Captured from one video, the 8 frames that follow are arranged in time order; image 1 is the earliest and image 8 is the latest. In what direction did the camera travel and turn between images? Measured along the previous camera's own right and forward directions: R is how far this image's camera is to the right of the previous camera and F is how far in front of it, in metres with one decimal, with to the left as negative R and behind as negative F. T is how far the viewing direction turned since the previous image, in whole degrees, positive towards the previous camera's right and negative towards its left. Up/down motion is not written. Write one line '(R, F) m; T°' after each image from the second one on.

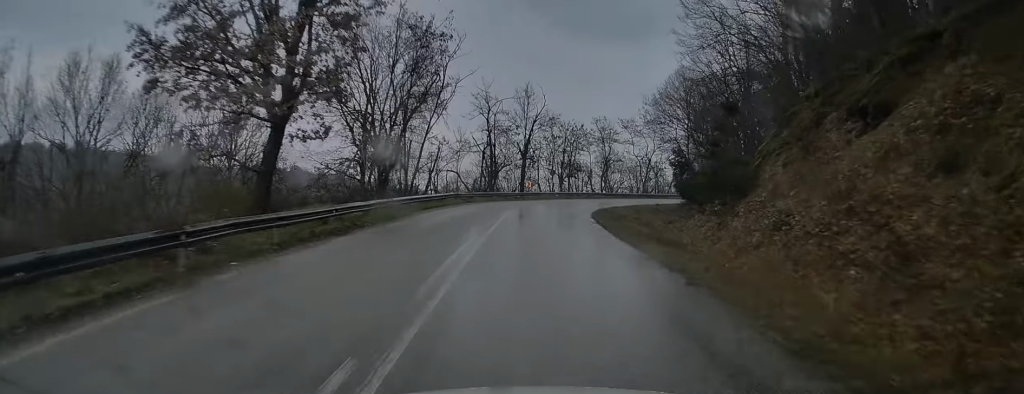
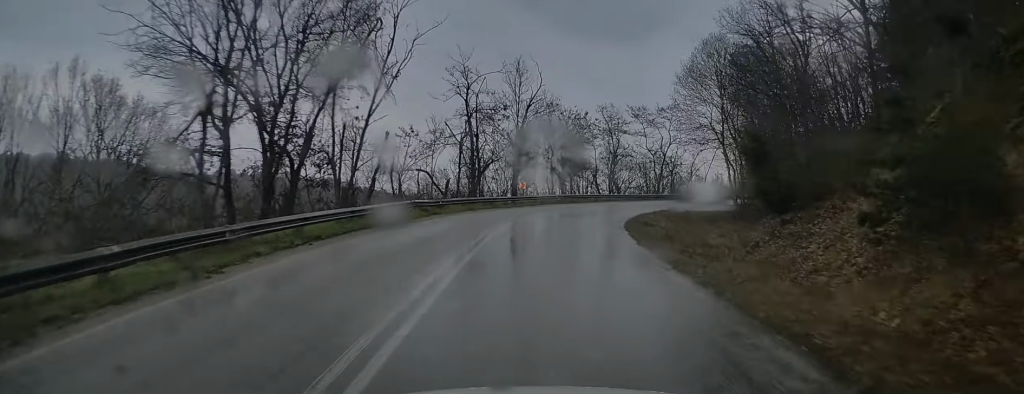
(-0.1, +13.5) m; 0°
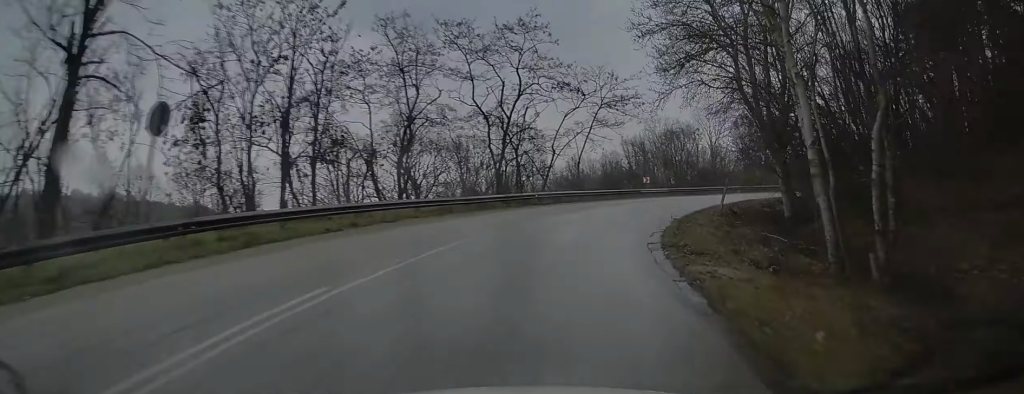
(+2.5, +36.2) m; +12°
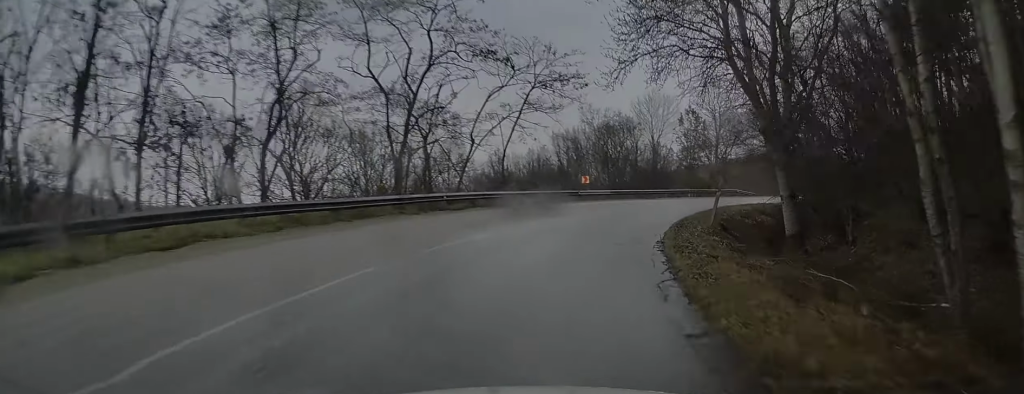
(+0.6, +8.5) m; +3°
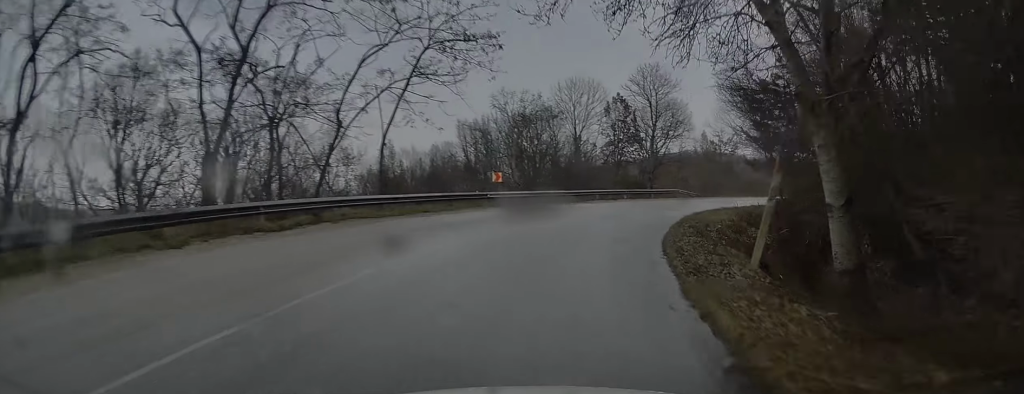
(+0.2, +9.6) m; +5°
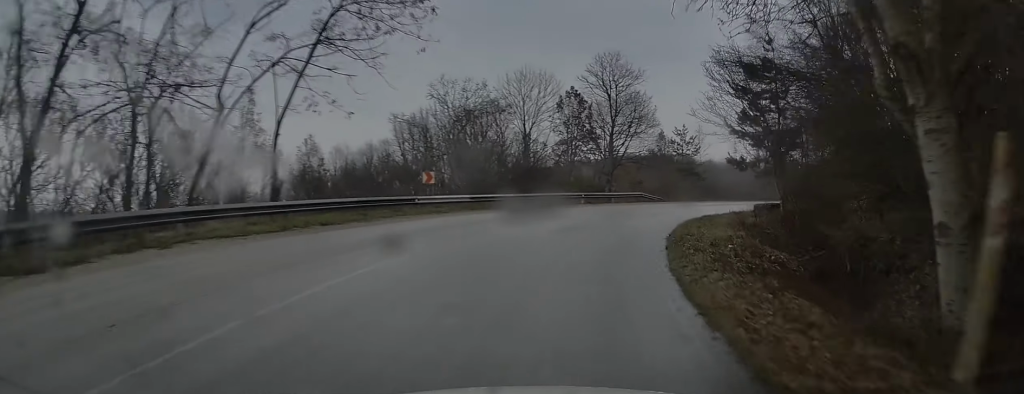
(-0.4, +5.7) m; +4°
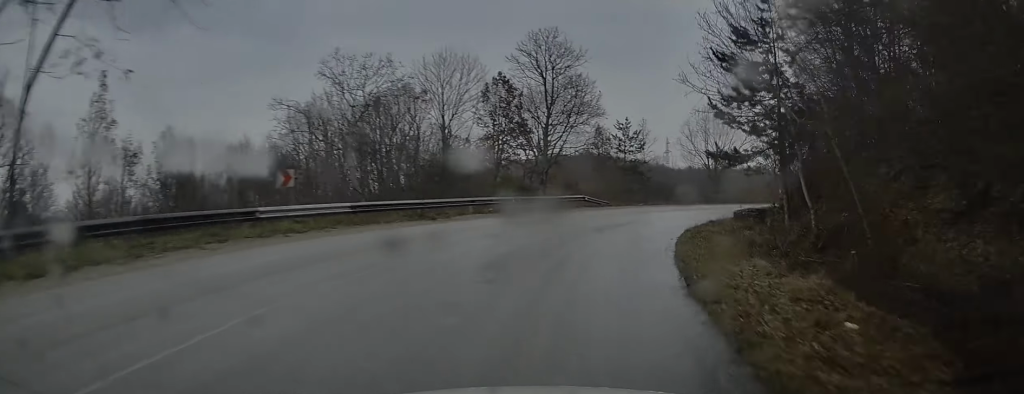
(+0.8, +8.2) m; +7°
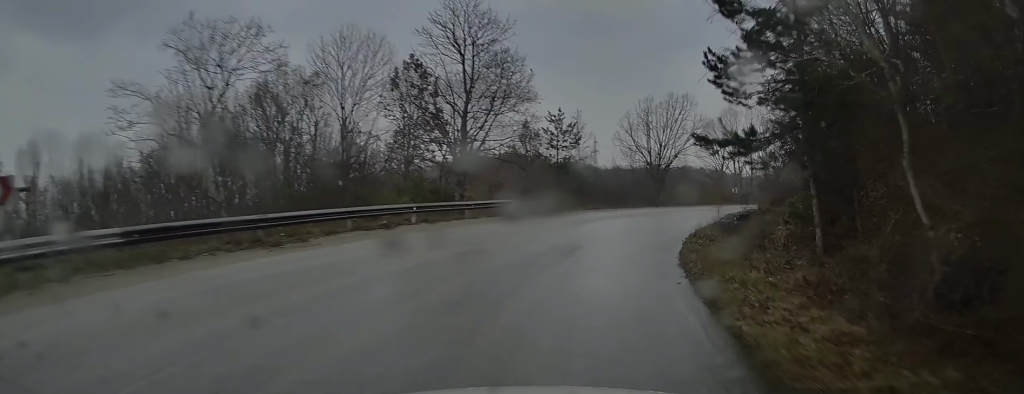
(+0.4, +7.9) m; +7°
